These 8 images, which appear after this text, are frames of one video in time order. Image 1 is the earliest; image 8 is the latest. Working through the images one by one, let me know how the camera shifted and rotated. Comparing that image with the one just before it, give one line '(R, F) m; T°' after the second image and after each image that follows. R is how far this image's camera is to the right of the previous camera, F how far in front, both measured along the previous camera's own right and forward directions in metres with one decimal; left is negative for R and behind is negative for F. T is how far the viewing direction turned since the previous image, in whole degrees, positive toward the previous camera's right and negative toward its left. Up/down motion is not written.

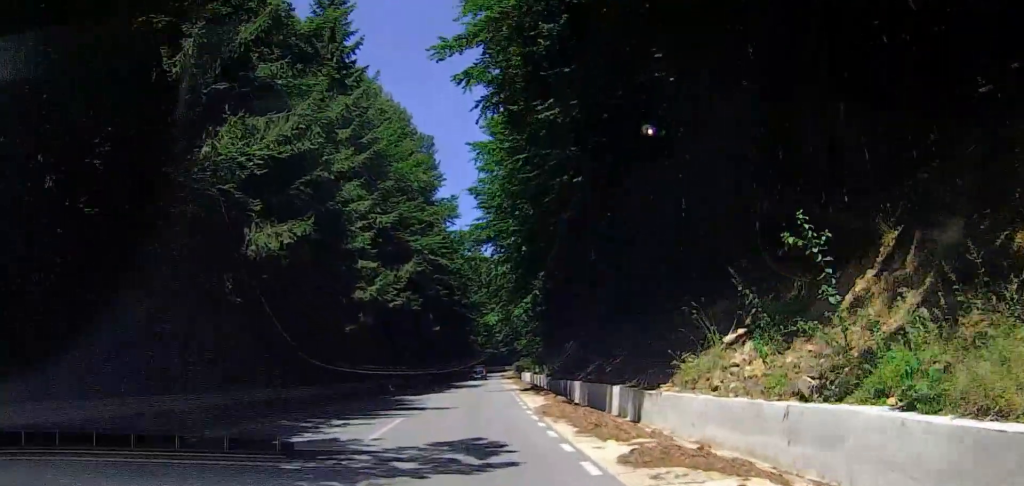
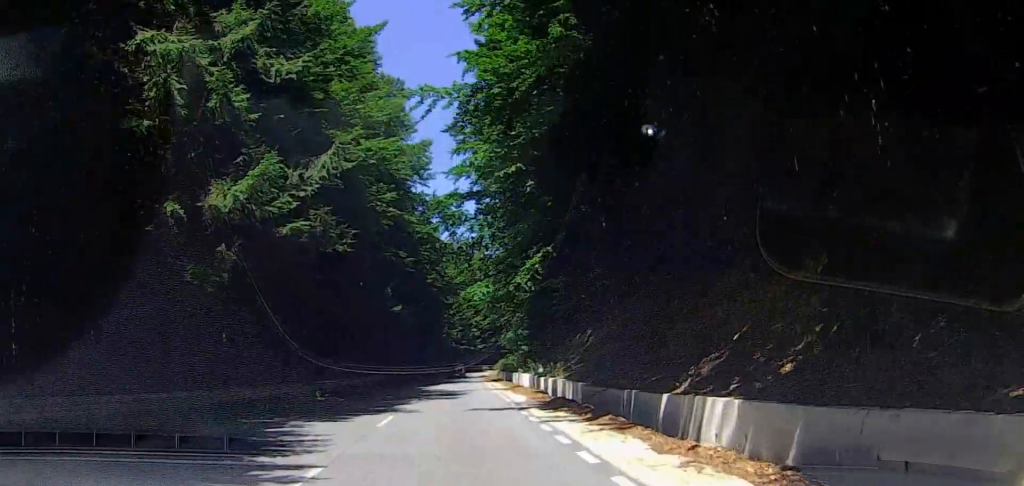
(0.0, +15.7) m; 0°
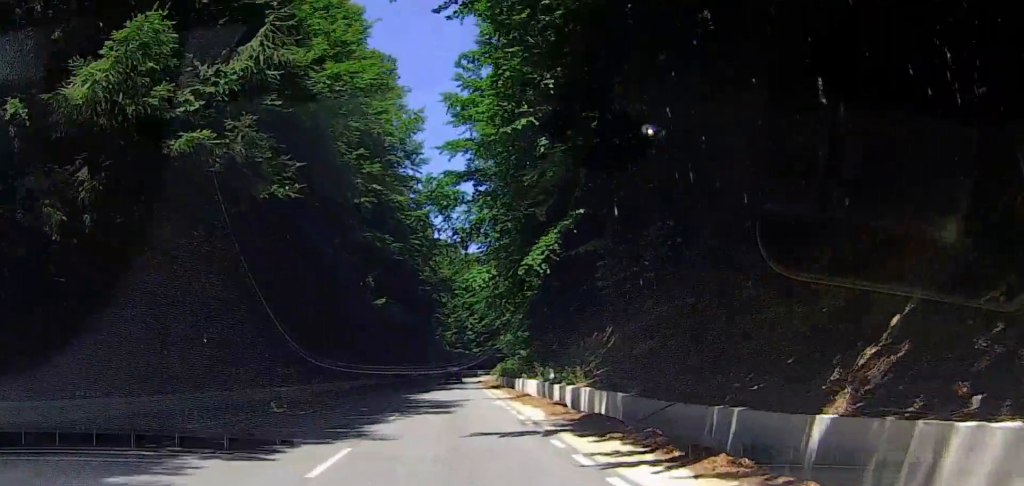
(0.0, +5.7) m; 0°
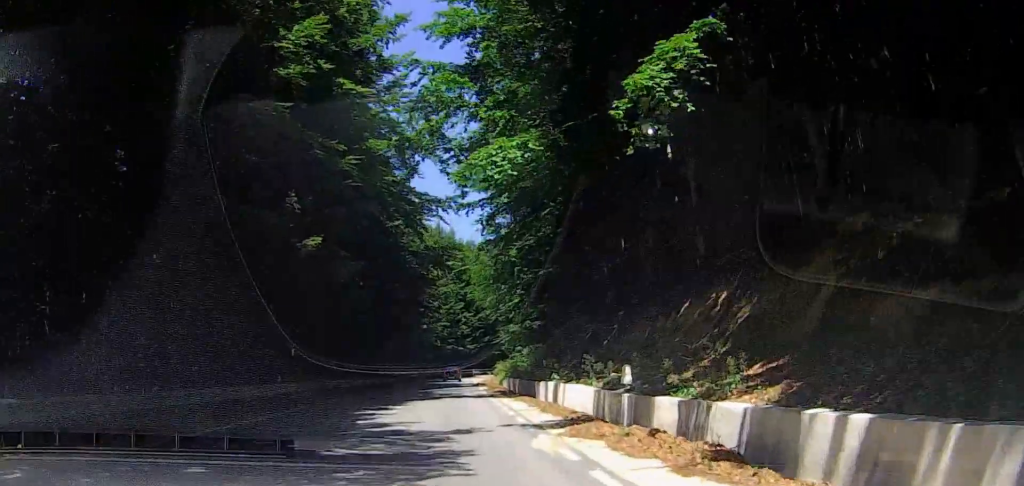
(0.0, +14.1) m; 0°
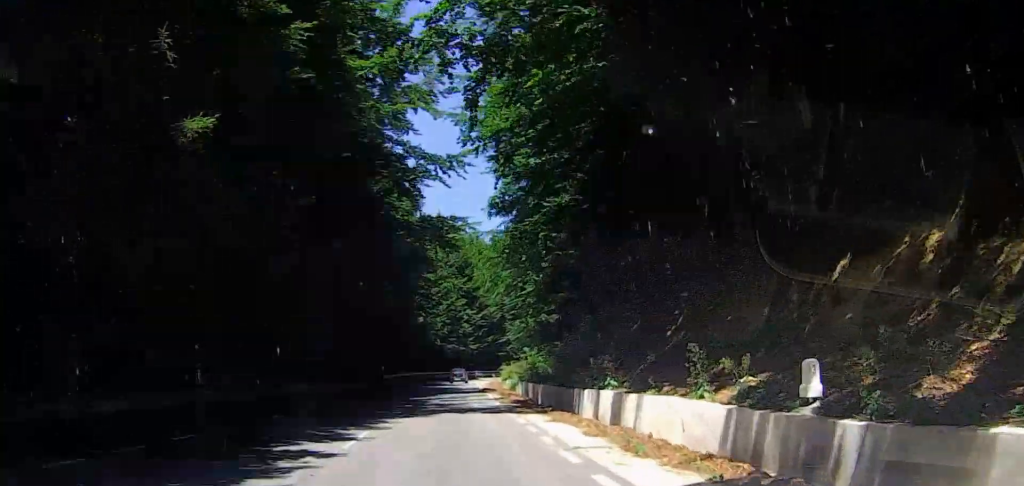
(0.0, +8.2) m; 0°
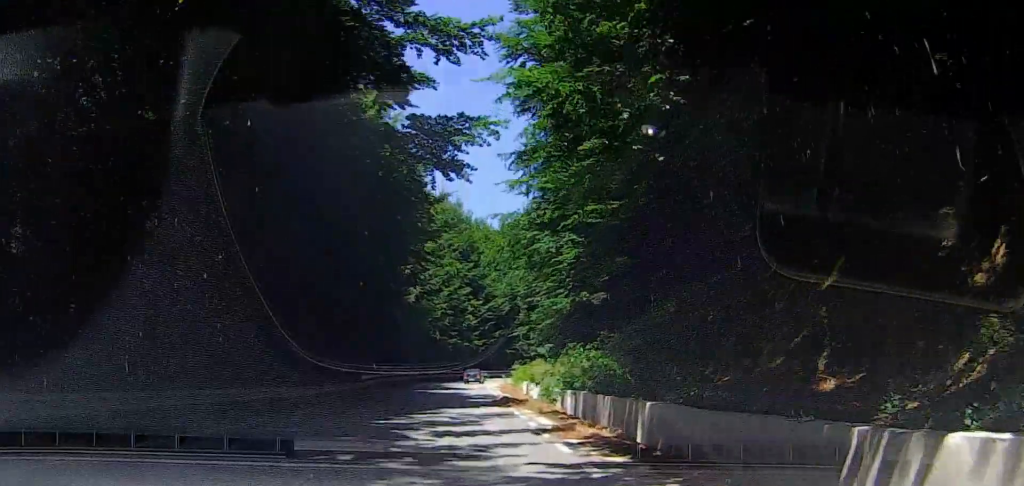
(0.0, +13.3) m; 0°
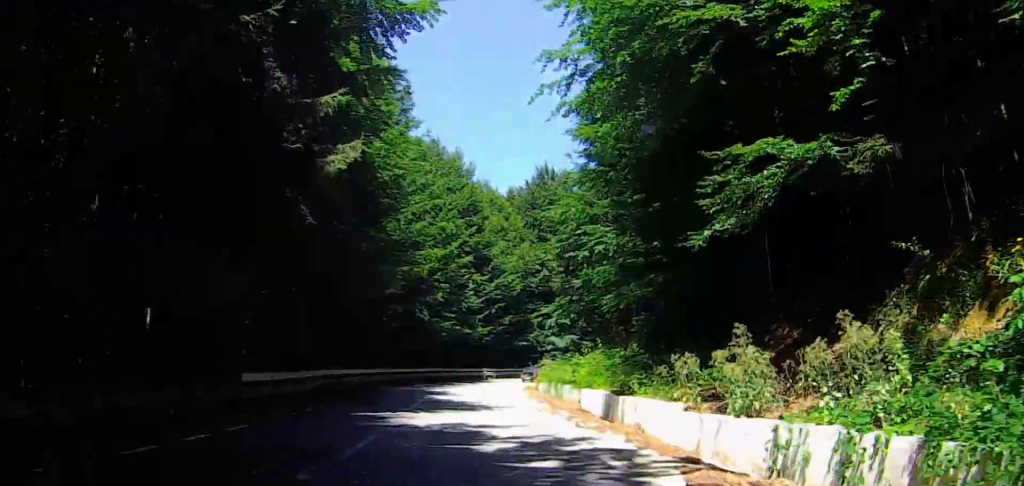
(0.0, +22.8) m; 0°
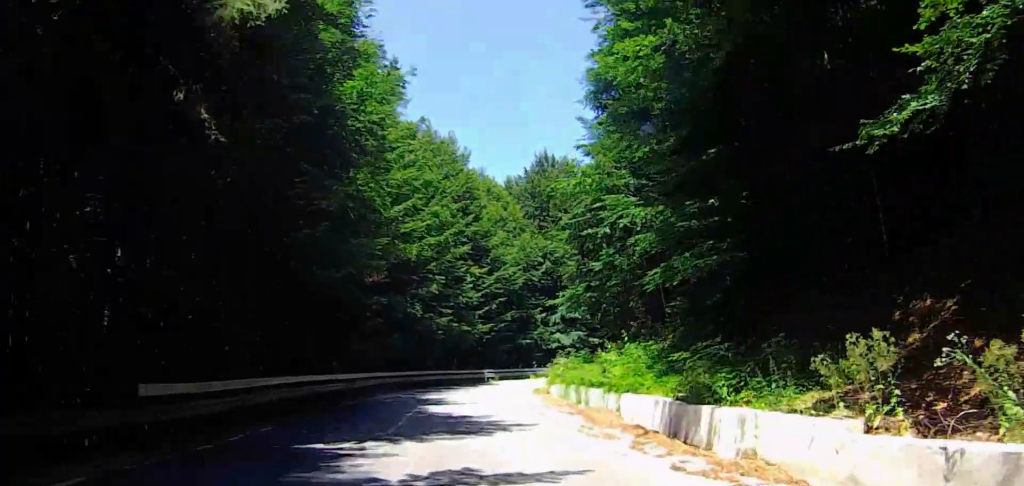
(0.0, +6.5) m; 0°
